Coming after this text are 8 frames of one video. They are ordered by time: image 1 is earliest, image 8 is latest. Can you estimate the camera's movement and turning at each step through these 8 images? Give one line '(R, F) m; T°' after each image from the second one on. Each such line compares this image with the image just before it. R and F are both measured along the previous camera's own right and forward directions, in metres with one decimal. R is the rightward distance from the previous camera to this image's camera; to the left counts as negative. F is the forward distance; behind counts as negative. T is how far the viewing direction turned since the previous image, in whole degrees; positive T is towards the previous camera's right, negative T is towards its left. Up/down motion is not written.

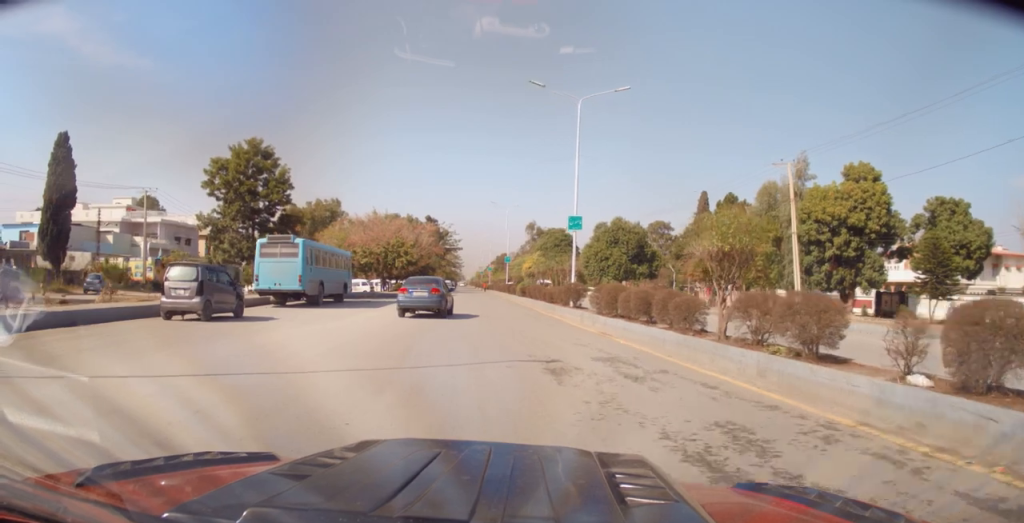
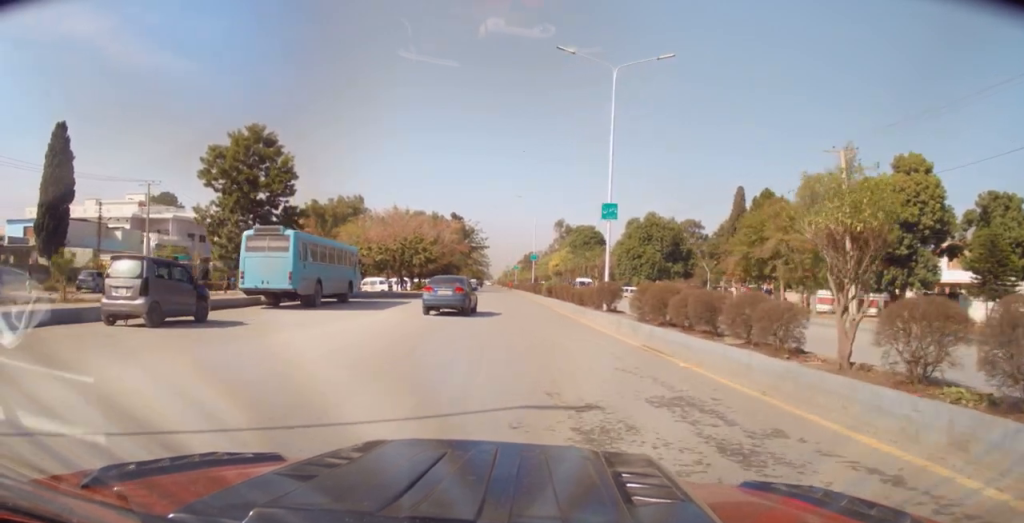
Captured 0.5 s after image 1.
(-0.2, +3.9) m; -4°
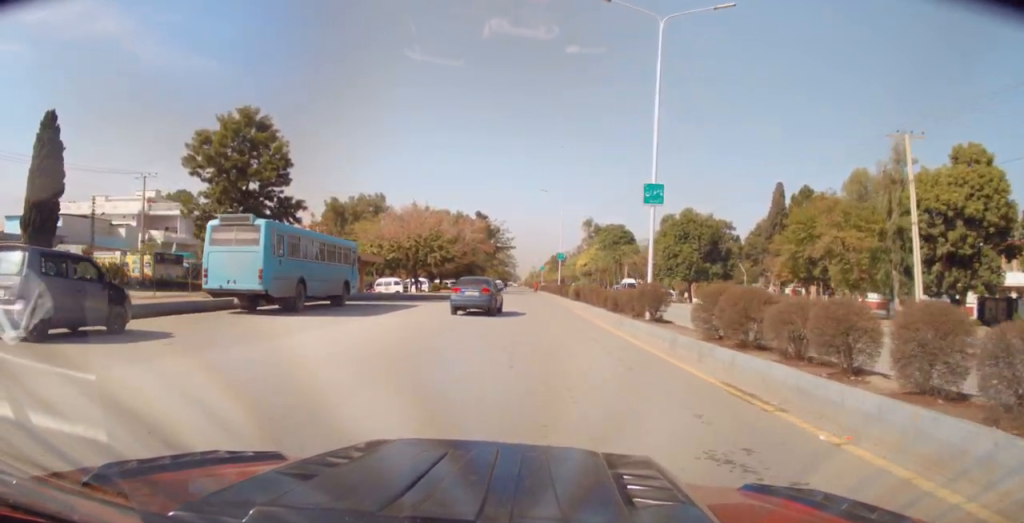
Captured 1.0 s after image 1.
(-0.2, +4.6) m; -2°
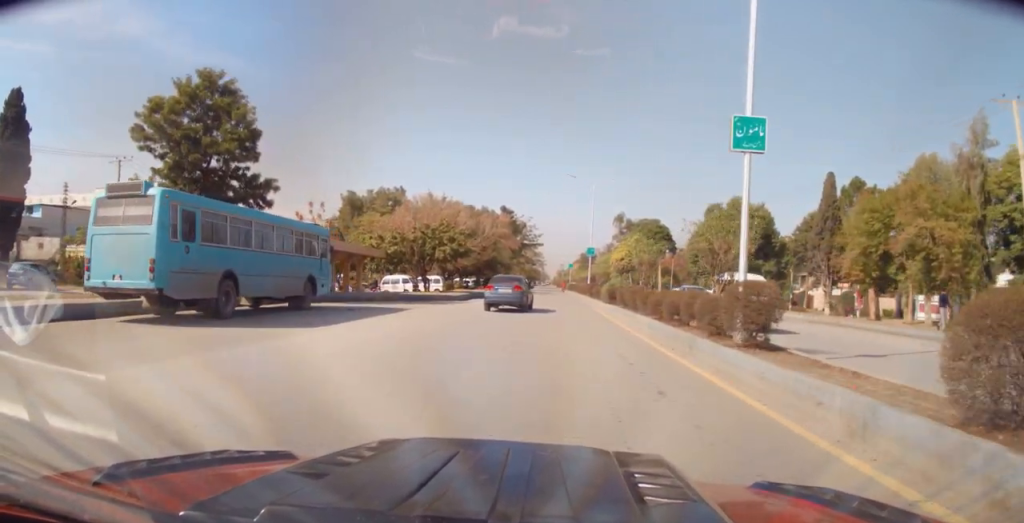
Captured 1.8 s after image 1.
(-0.1, +6.7) m; -1°
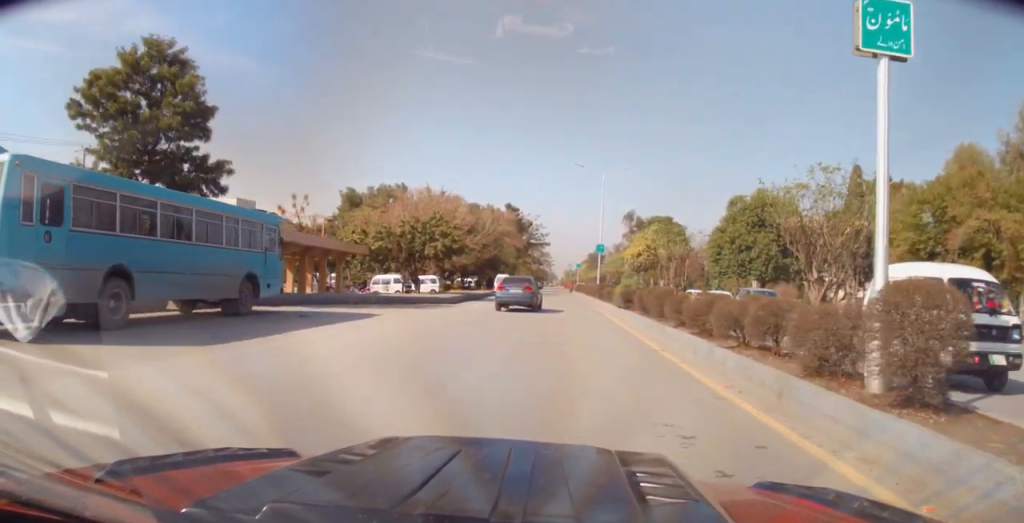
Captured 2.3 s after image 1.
(0.0, +4.7) m; -1°
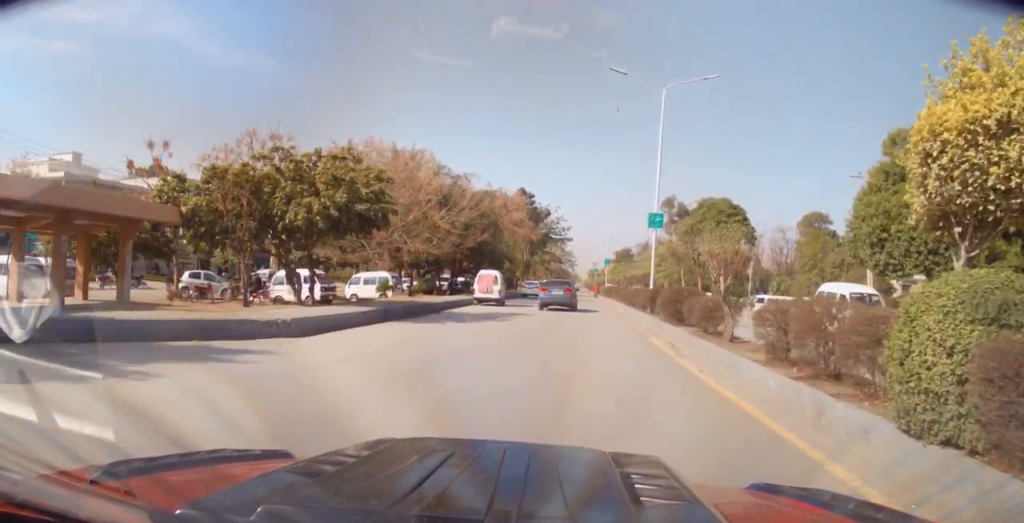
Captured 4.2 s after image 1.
(-0.7, +19.7) m; -4°
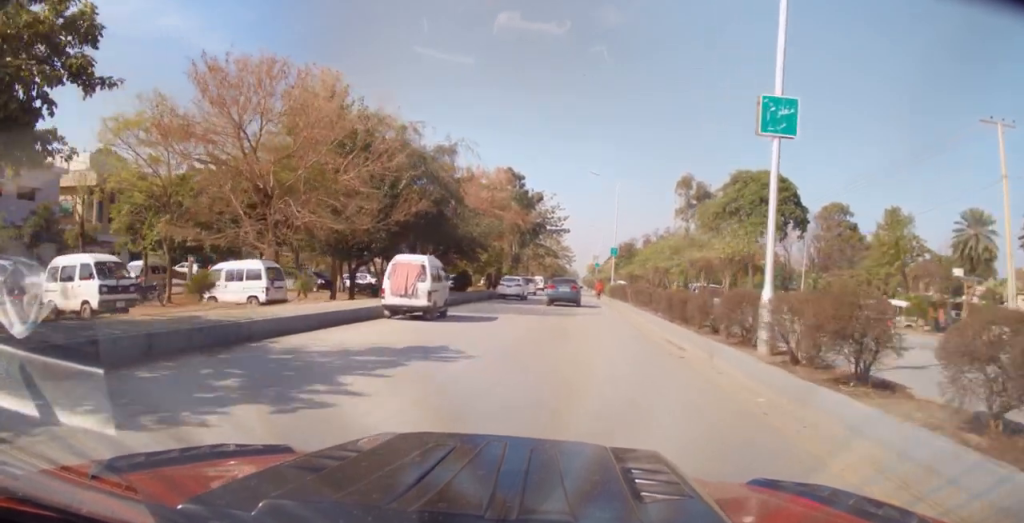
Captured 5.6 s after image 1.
(-0.4, +14.9) m; -2°
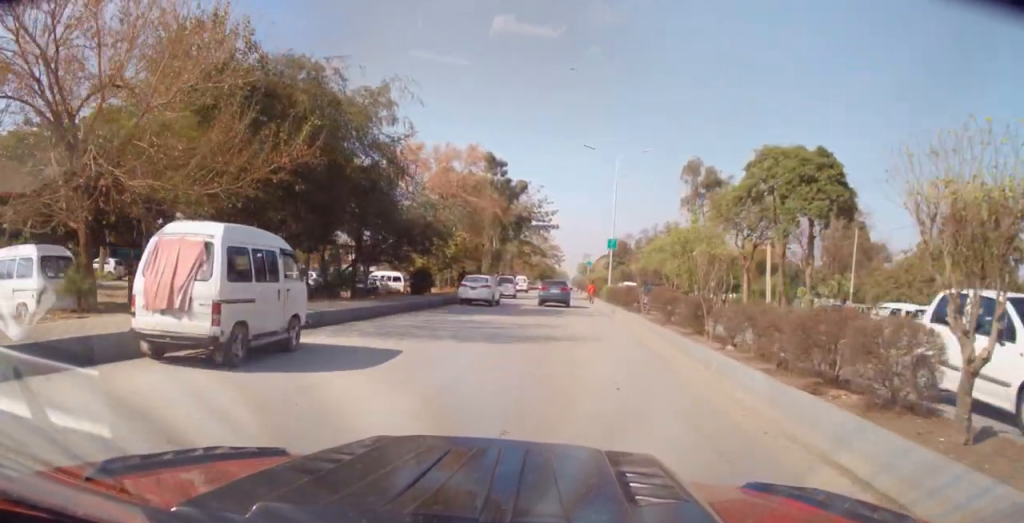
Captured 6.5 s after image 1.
(+0.1, +10.0) m; 0°
